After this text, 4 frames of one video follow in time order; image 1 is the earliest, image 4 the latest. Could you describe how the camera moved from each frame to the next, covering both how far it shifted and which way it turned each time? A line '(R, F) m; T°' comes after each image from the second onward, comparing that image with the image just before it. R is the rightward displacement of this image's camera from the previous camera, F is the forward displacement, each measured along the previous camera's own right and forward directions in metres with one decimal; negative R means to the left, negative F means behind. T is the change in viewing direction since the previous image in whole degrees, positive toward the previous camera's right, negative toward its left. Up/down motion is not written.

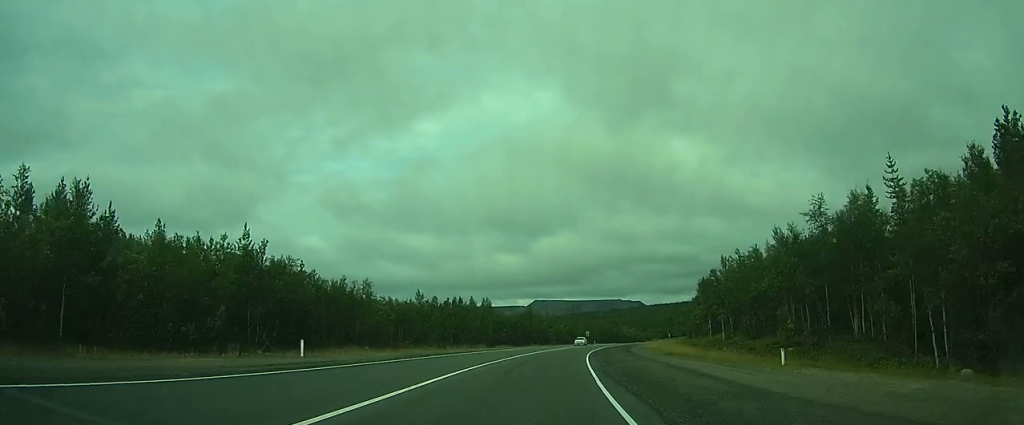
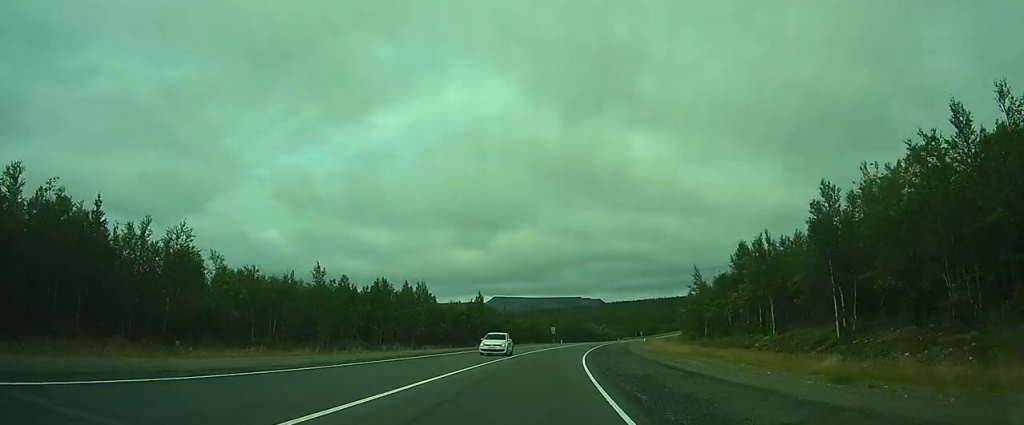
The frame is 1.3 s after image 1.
(+0.8, +28.8) m; +4°
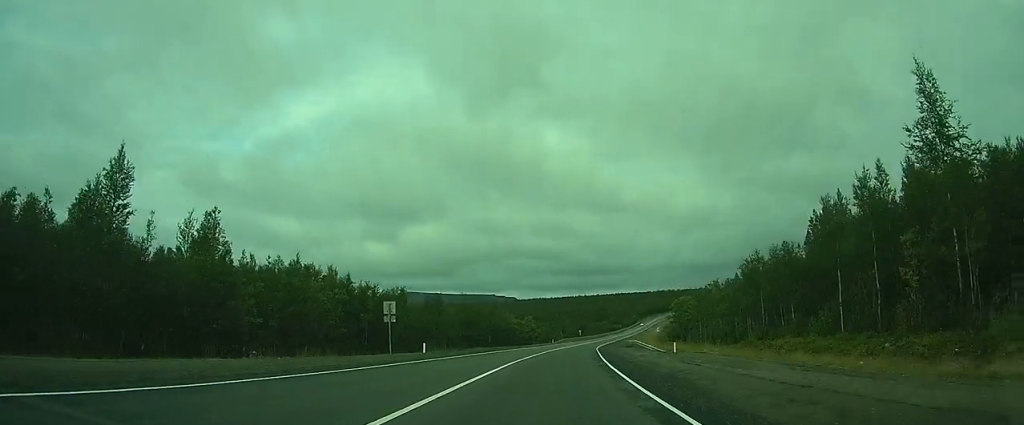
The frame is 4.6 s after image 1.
(+8.2, +75.8) m; +17°
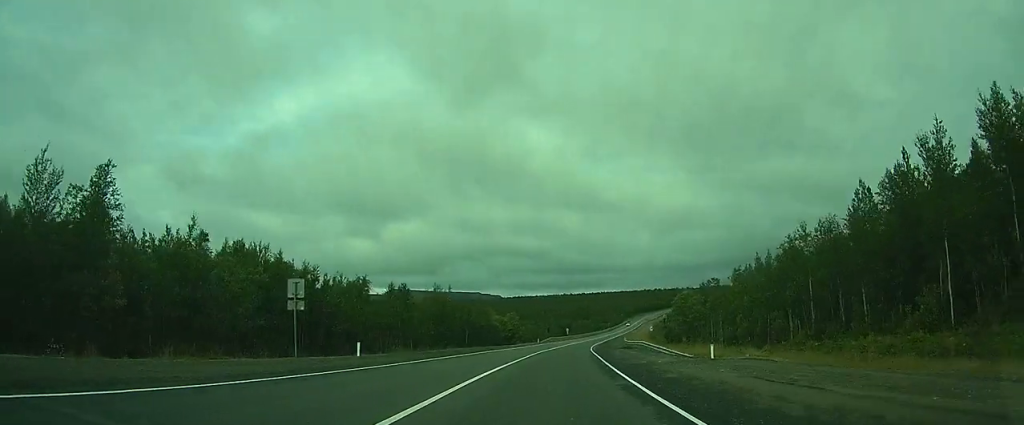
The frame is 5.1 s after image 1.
(+0.4, +11.7) m; +2°
